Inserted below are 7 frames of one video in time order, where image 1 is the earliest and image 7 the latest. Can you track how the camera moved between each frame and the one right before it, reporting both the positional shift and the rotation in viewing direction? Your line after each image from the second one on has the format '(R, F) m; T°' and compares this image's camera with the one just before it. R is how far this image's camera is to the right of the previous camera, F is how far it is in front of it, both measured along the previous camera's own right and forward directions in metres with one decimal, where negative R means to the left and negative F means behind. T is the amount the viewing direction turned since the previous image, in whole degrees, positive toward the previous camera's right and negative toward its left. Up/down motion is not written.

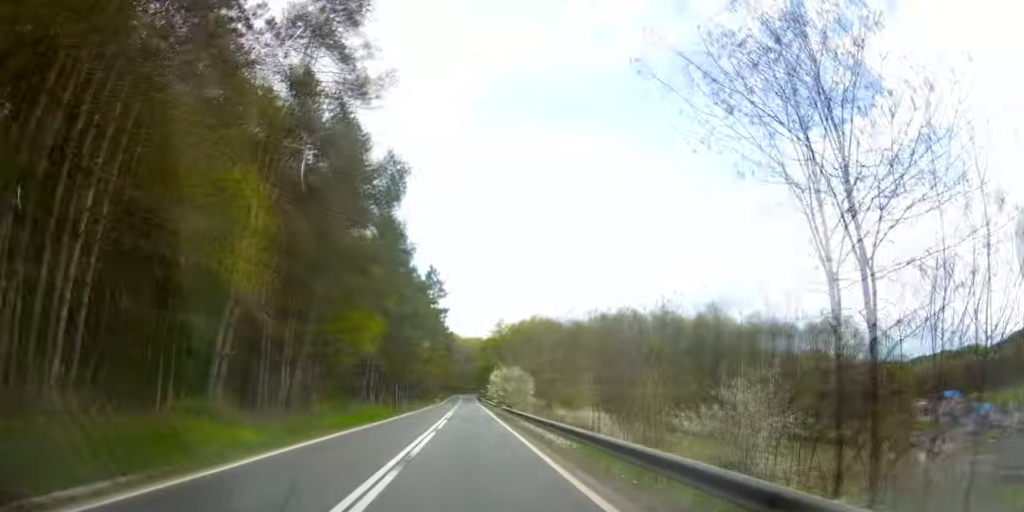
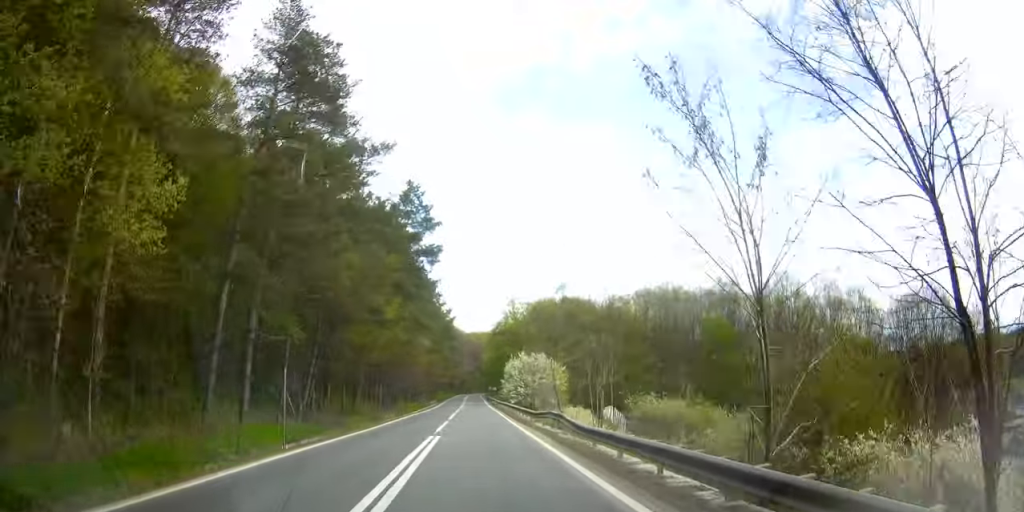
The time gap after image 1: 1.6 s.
(-2.9, +27.4) m; -7°
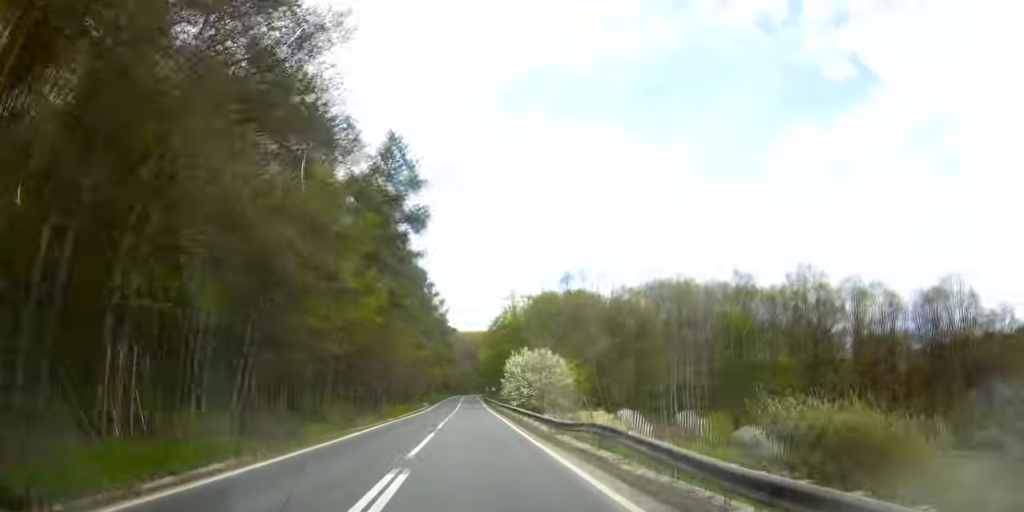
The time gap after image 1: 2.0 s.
(0.0, +8.5) m; 0°
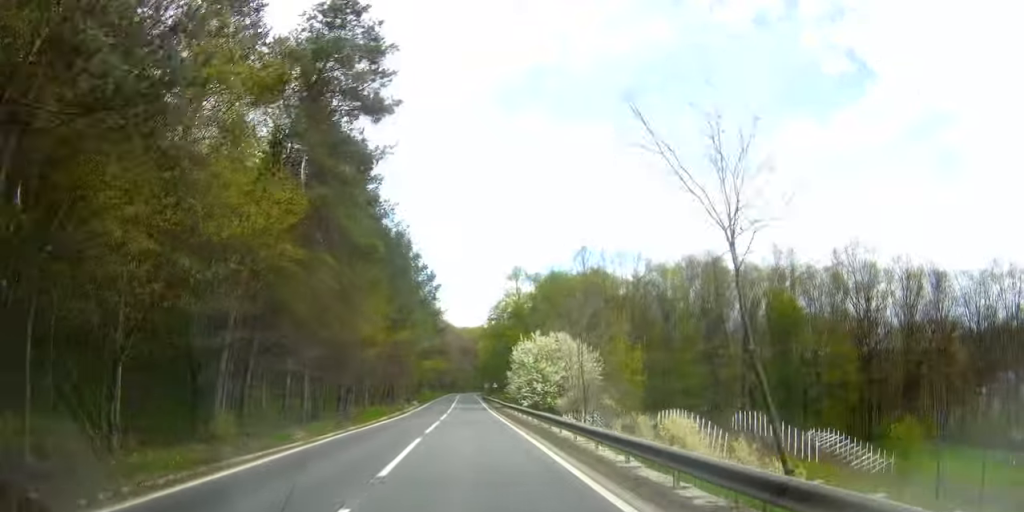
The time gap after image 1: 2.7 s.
(0.0, +14.7) m; 0°
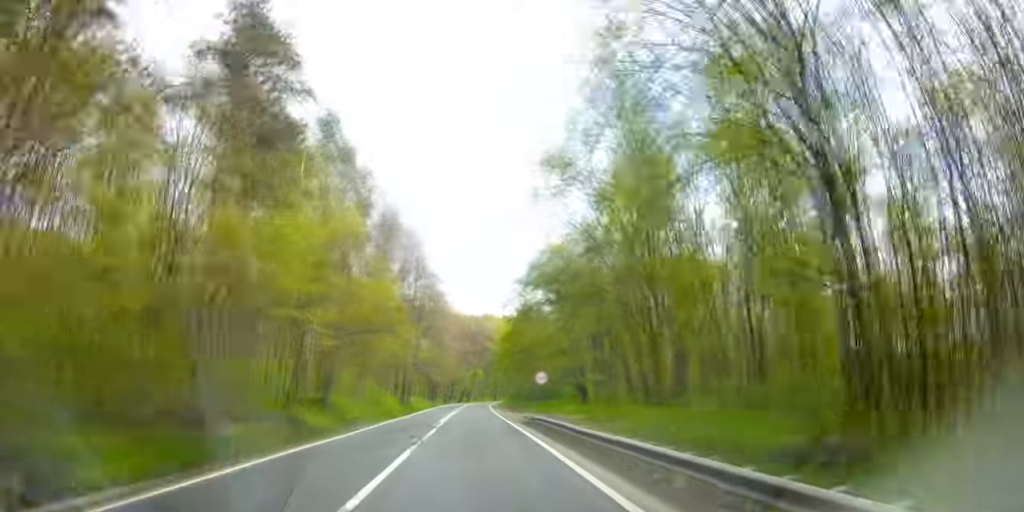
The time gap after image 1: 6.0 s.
(-0.8, +72.6) m; -1°
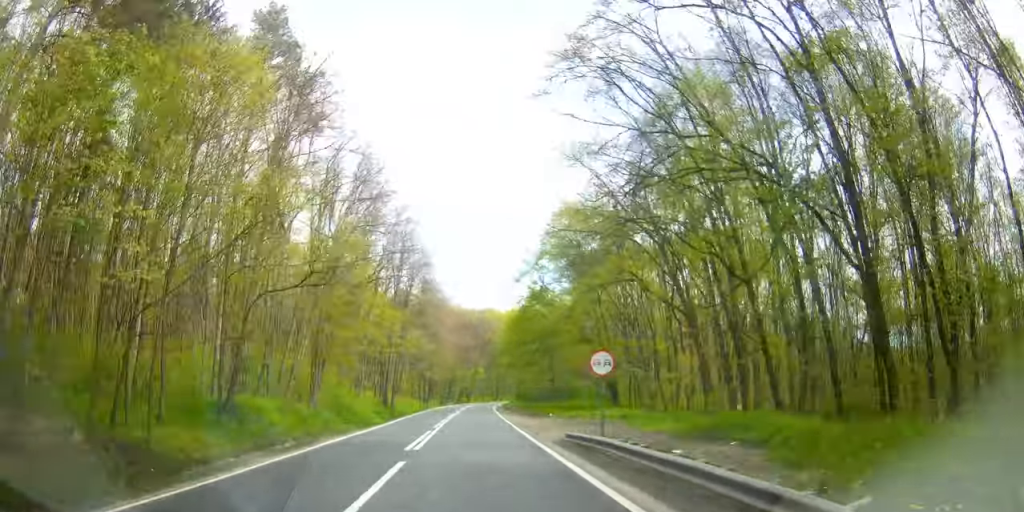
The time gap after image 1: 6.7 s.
(0.0, +14.6) m; 0°
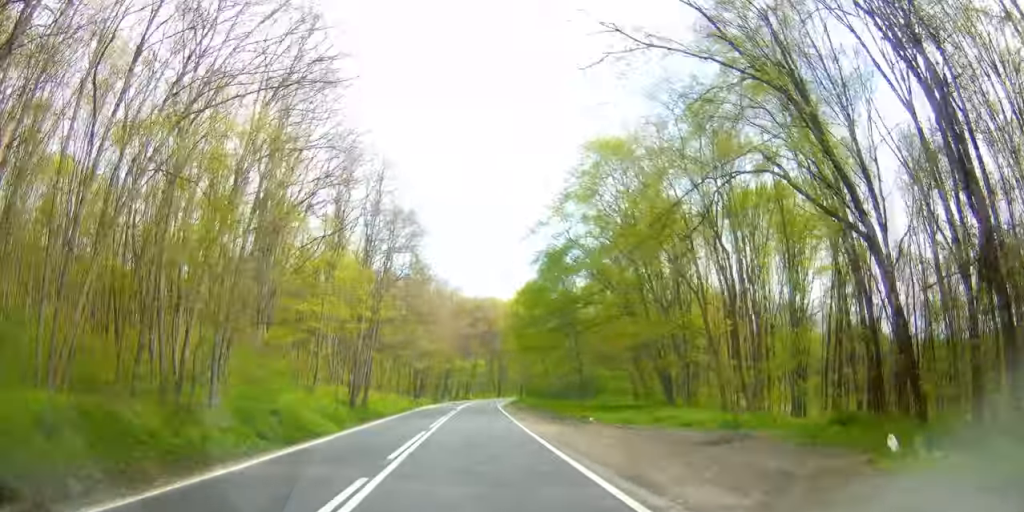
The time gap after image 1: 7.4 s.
(0.0, +15.6) m; 0°
